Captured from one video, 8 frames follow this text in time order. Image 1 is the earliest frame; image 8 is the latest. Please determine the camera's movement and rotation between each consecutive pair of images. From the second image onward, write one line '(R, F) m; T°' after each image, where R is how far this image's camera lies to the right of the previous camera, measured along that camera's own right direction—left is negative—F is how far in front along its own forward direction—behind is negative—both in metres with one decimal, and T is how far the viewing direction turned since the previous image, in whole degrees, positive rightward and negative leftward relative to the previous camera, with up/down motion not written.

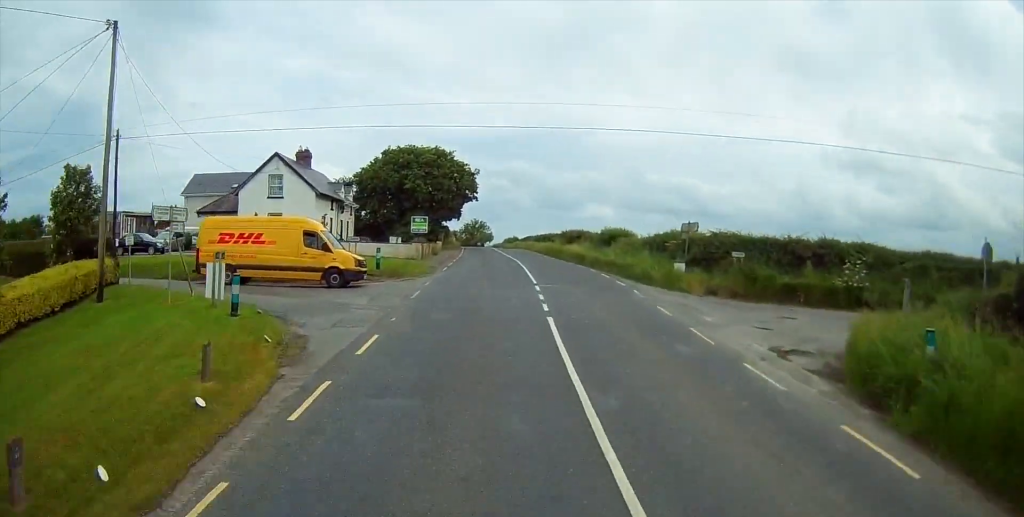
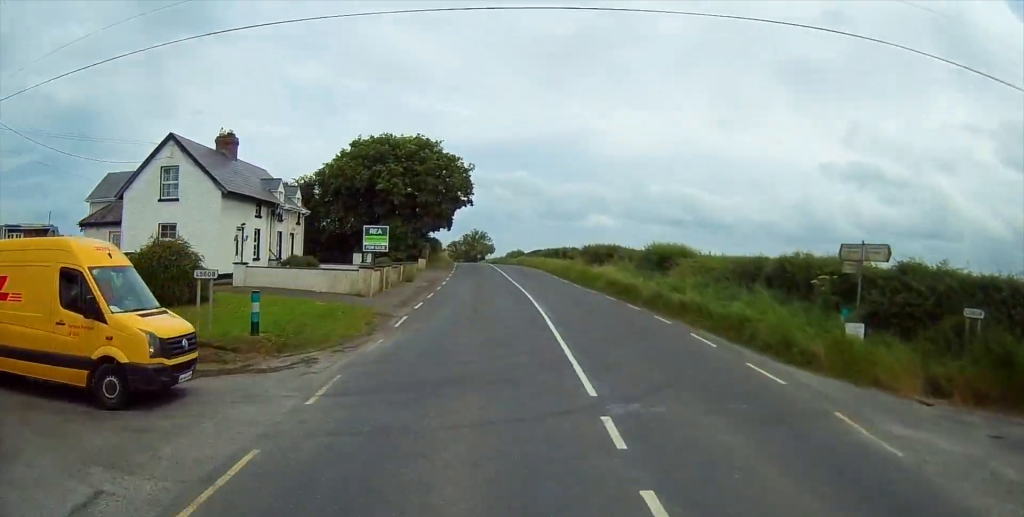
(+0.2, +15.1) m; 0°
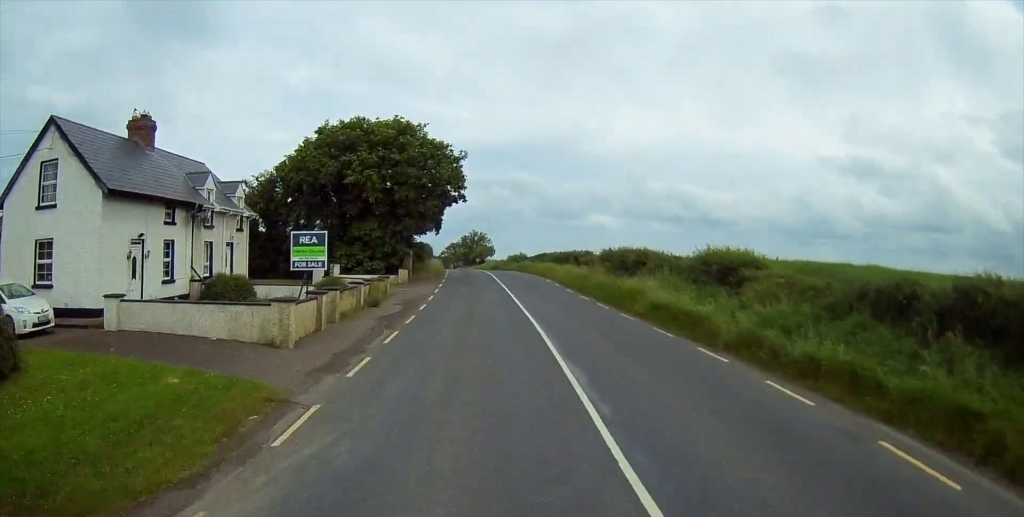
(-0.3, +9.3) m; 0°
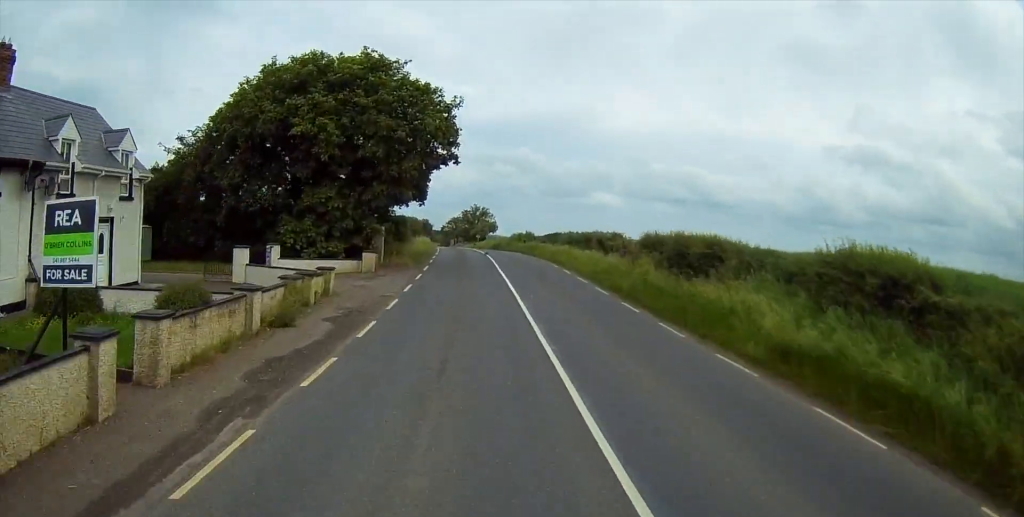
(-0.2, +10.8) m; 0°
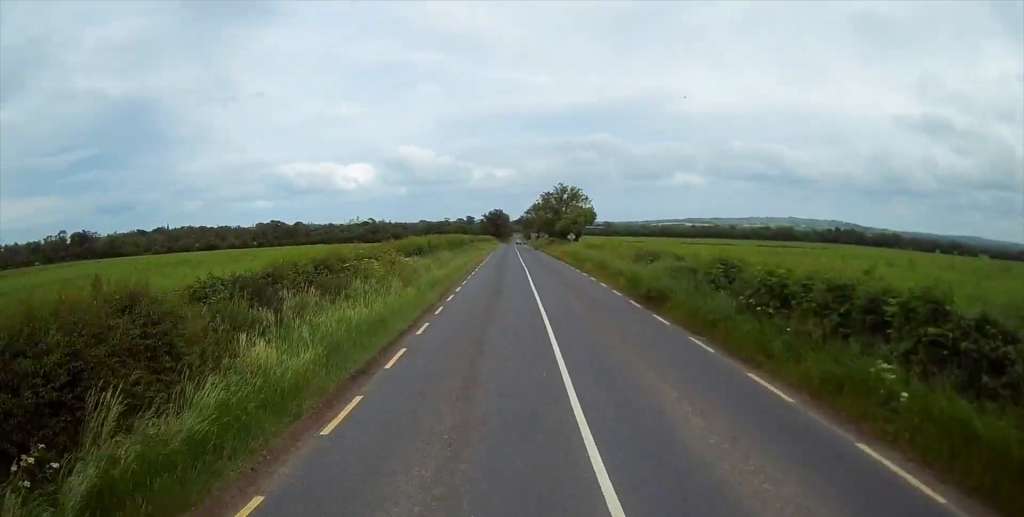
(-1.7, +54.5) m; -6°
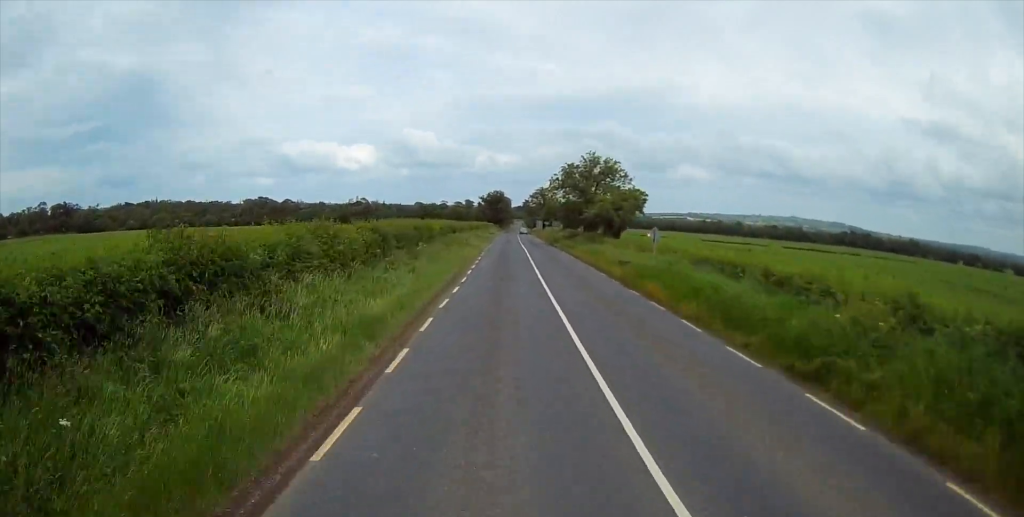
(-0.6, +34.2) m; -1°
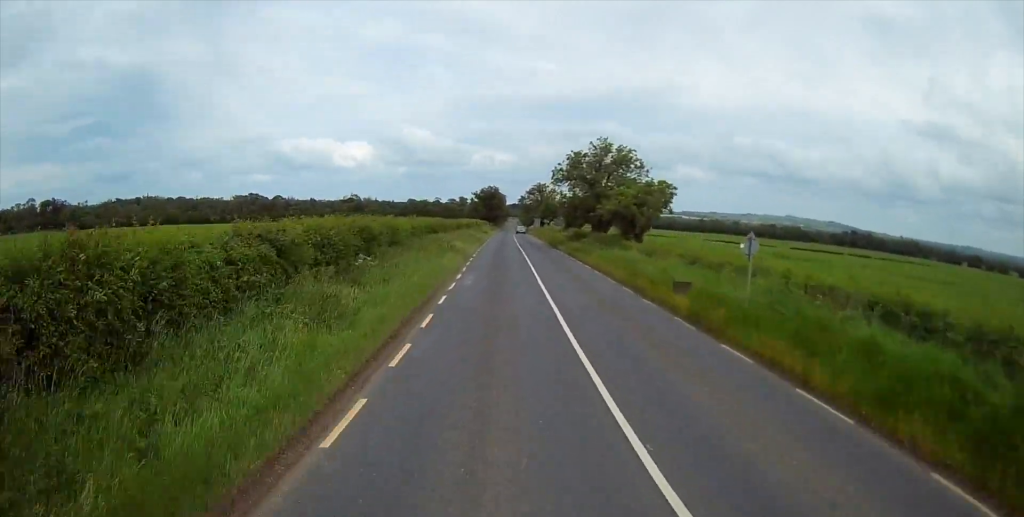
(0.0, +11.9) m; 0°
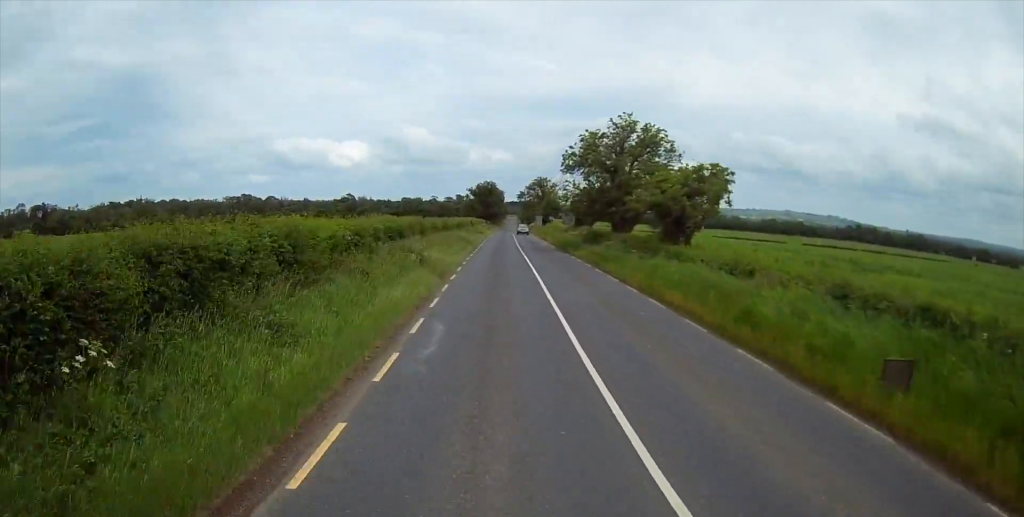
(0.0, +13.5) m; 0°
